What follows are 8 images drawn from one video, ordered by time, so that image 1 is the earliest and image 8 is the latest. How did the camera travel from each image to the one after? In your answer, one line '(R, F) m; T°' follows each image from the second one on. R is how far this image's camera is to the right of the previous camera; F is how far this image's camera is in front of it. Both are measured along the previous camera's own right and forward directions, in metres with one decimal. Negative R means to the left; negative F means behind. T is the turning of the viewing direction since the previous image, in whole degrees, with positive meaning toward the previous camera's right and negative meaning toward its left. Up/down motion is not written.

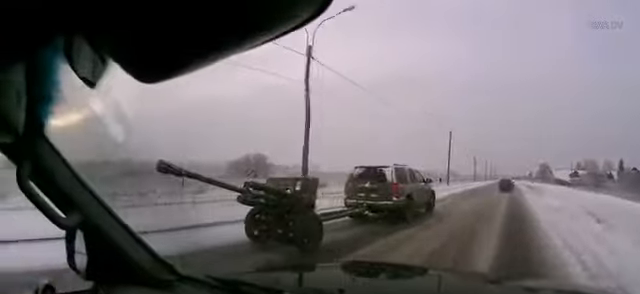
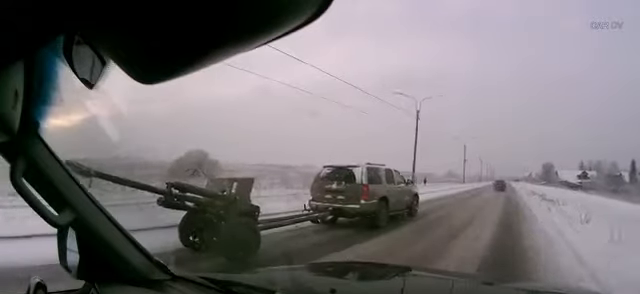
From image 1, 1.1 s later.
(0.0, +15.6) m; 0°
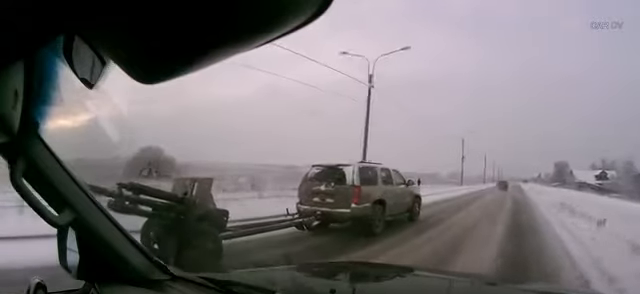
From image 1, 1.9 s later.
(0.0, +12.5) m; 0°
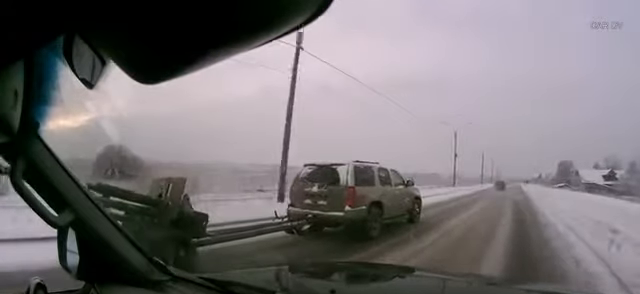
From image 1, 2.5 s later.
(0.0, +7.7) m; 0°
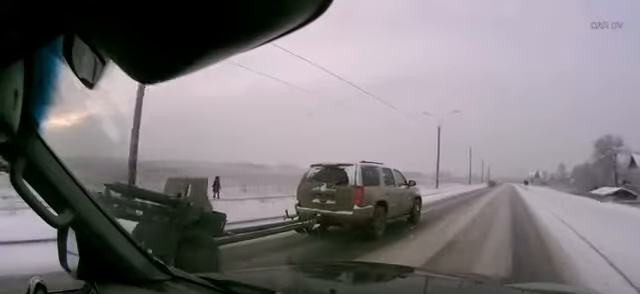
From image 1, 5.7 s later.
(-0.9, +42.1) m; -1°
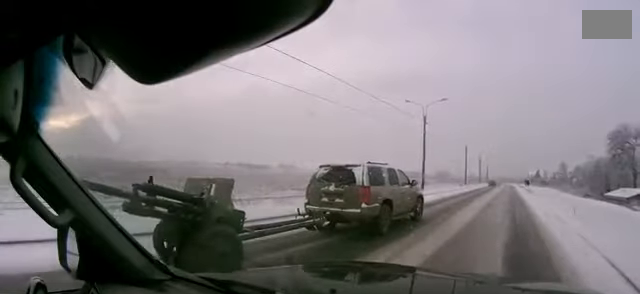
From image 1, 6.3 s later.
(+0.2, +6.3) m; +2°
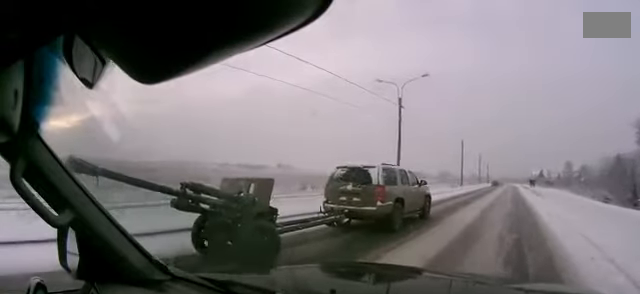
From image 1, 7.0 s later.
(+0.1, +7.9) m; -1°
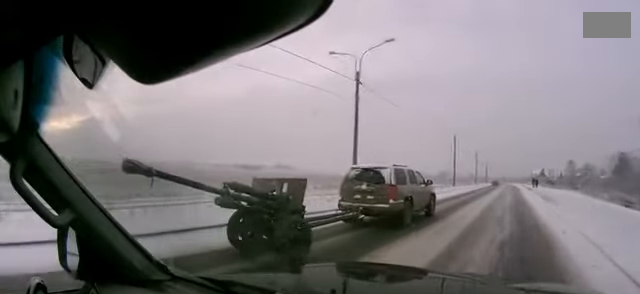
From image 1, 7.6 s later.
(0.0, +7.1) m; -1°
